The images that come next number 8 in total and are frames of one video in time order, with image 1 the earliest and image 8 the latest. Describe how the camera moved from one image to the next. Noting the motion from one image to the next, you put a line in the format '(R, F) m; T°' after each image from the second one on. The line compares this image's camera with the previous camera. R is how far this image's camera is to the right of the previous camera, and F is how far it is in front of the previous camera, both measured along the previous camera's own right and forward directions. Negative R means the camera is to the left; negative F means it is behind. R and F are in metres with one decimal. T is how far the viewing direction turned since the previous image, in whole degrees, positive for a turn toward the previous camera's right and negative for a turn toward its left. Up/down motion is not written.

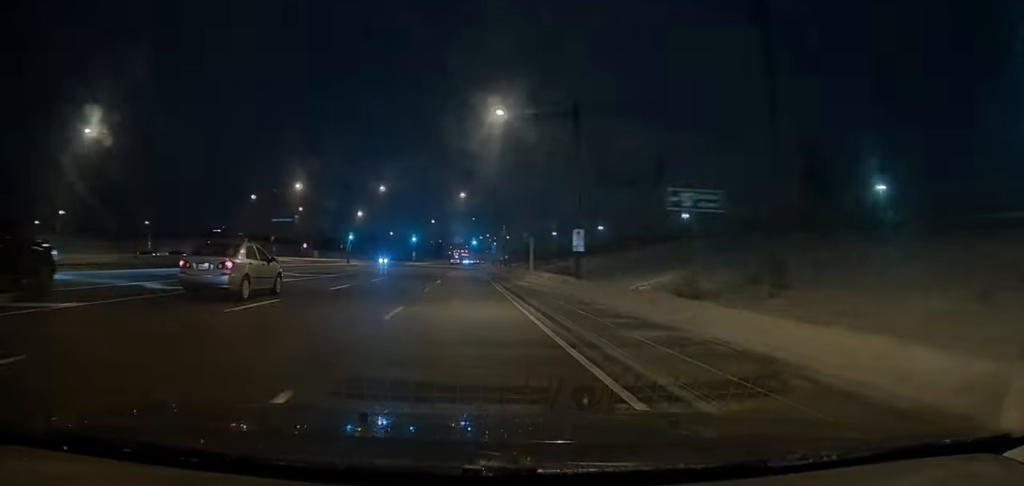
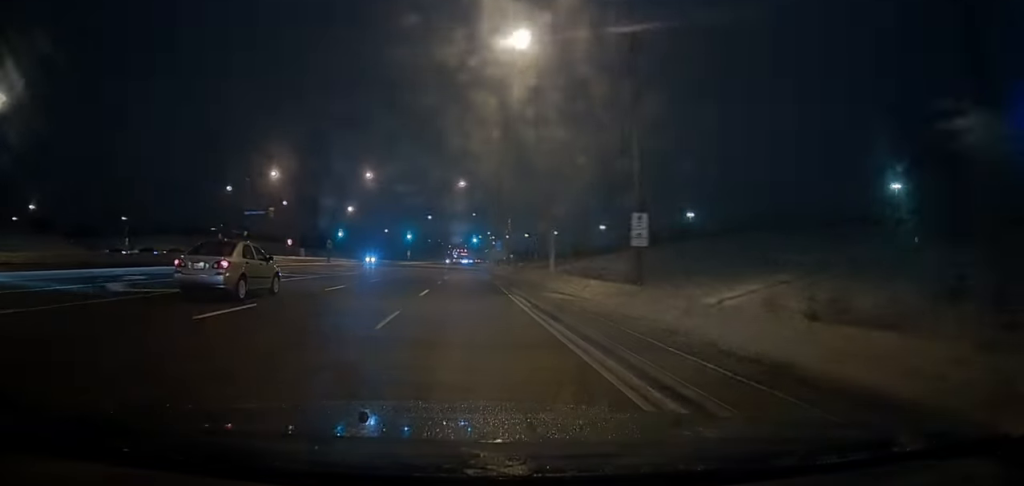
(0.0, +11.0) m; 0°
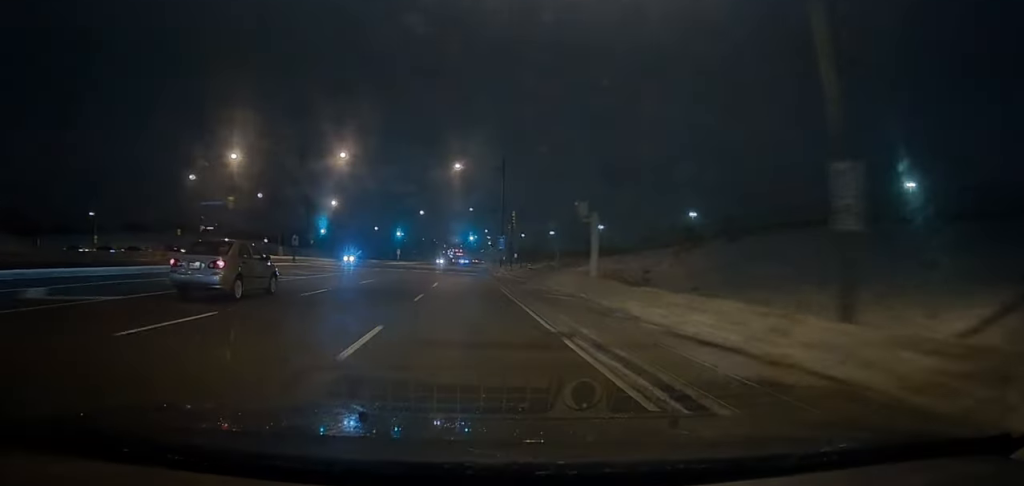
(0.0, +12.2) m; 0°
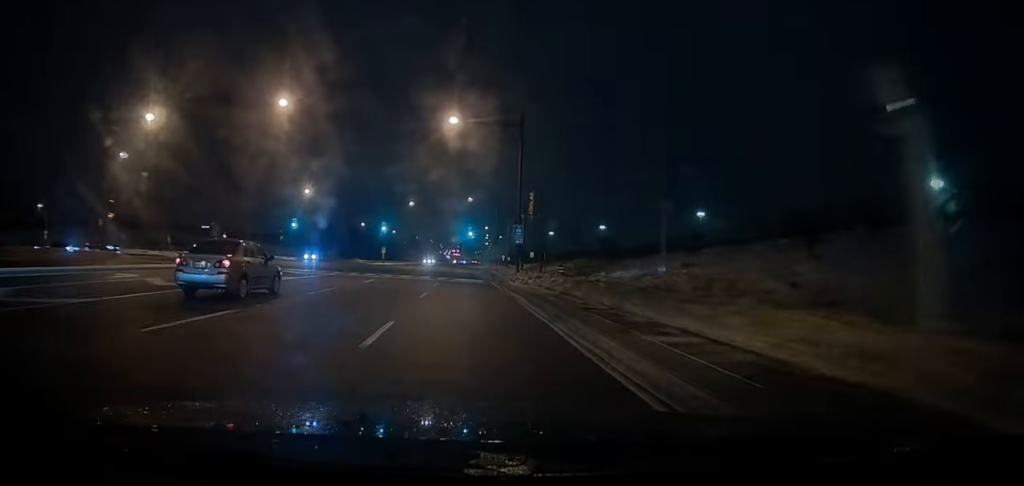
(0.0, +17.9) m; 0°
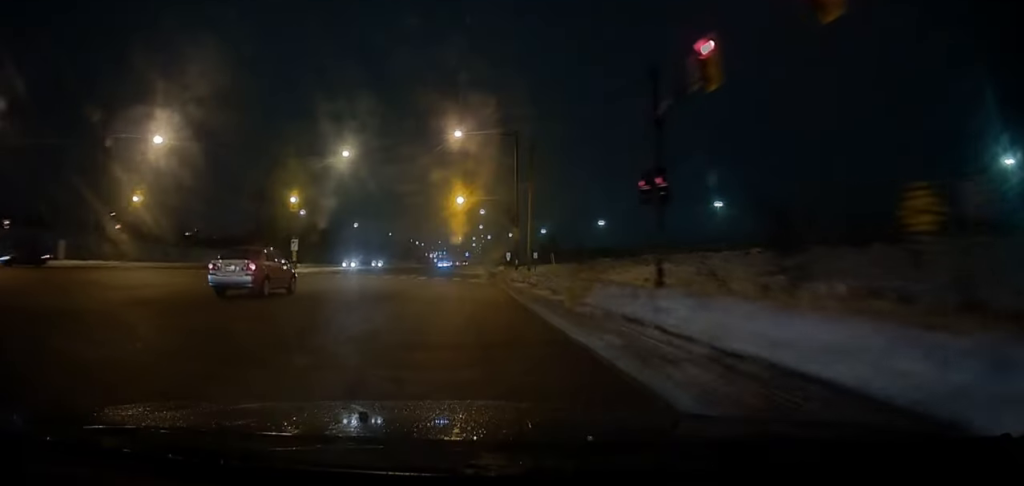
(+0.4, +45.6) m; +1°
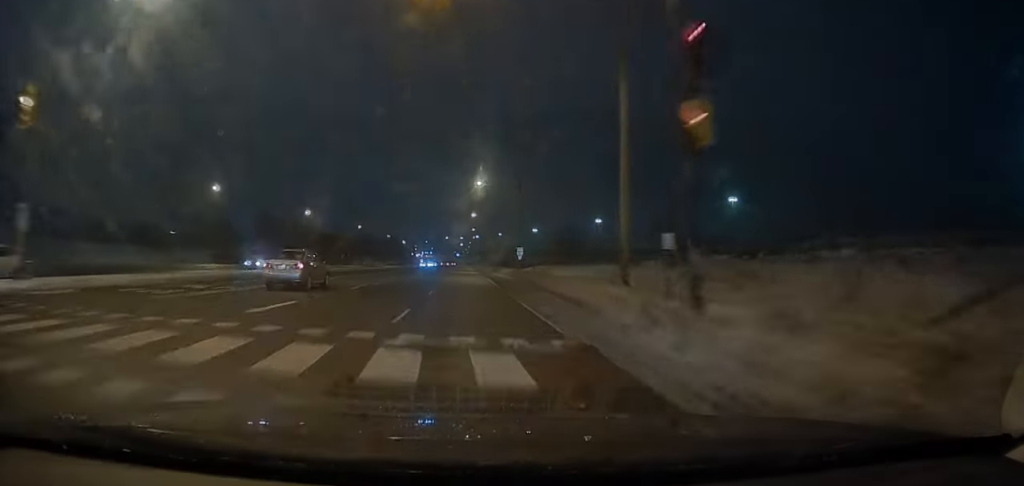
(+0.2, +33.1) m; +1°
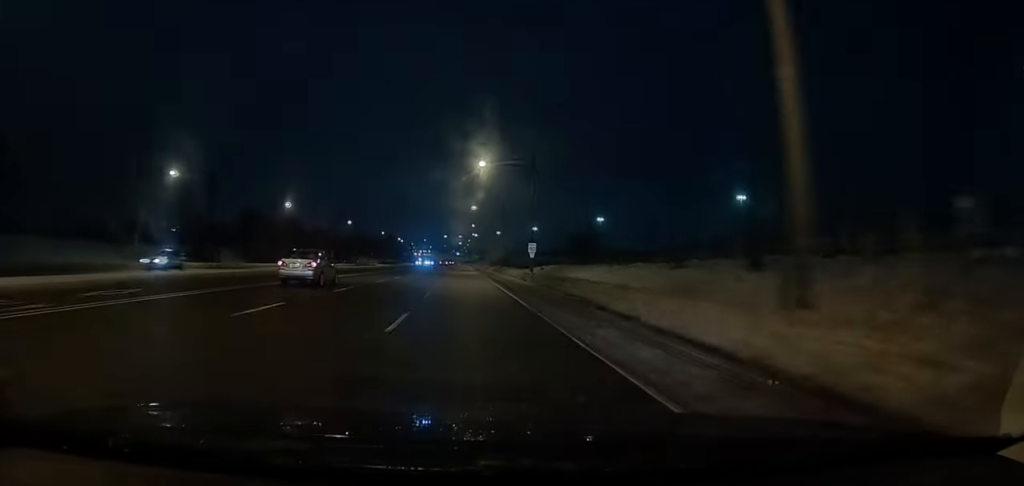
(0.0, +10.9) m; 0°
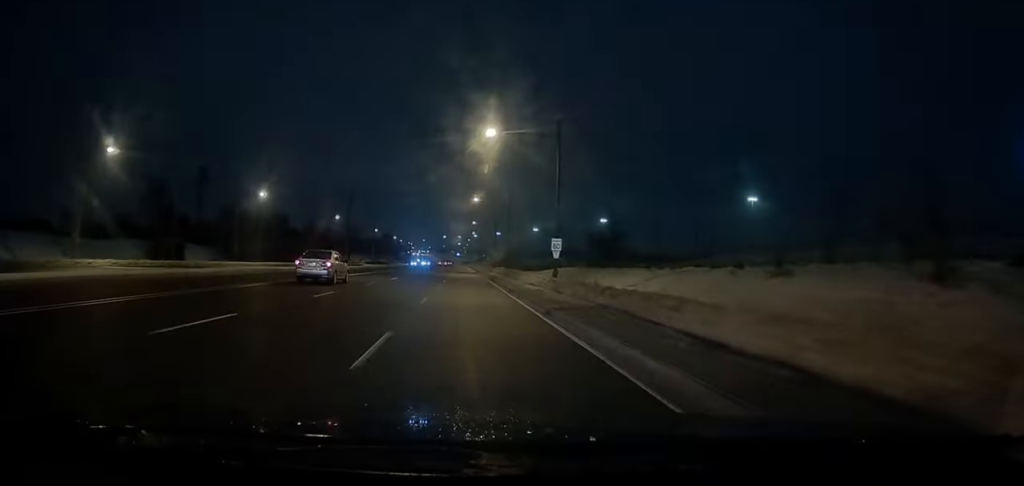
(0.0, +12.2) m; 0°
